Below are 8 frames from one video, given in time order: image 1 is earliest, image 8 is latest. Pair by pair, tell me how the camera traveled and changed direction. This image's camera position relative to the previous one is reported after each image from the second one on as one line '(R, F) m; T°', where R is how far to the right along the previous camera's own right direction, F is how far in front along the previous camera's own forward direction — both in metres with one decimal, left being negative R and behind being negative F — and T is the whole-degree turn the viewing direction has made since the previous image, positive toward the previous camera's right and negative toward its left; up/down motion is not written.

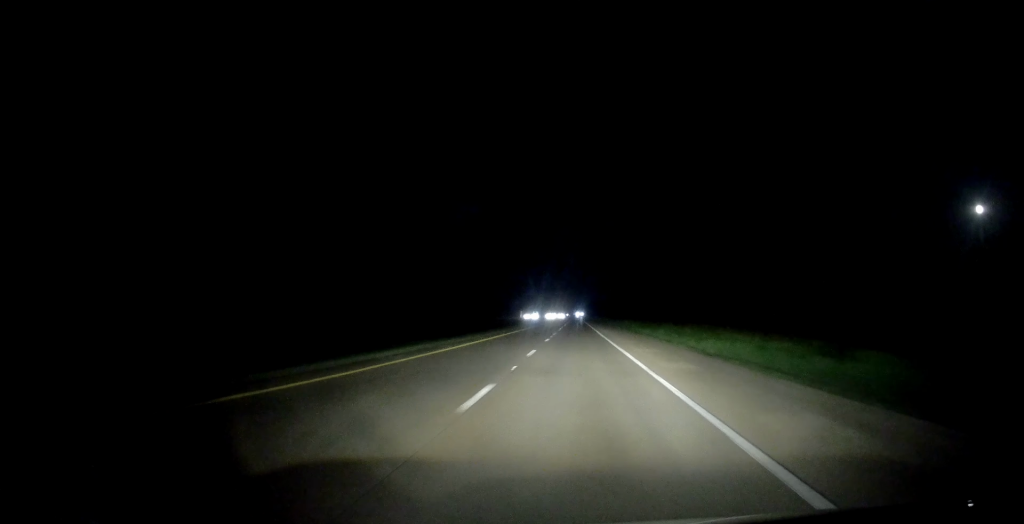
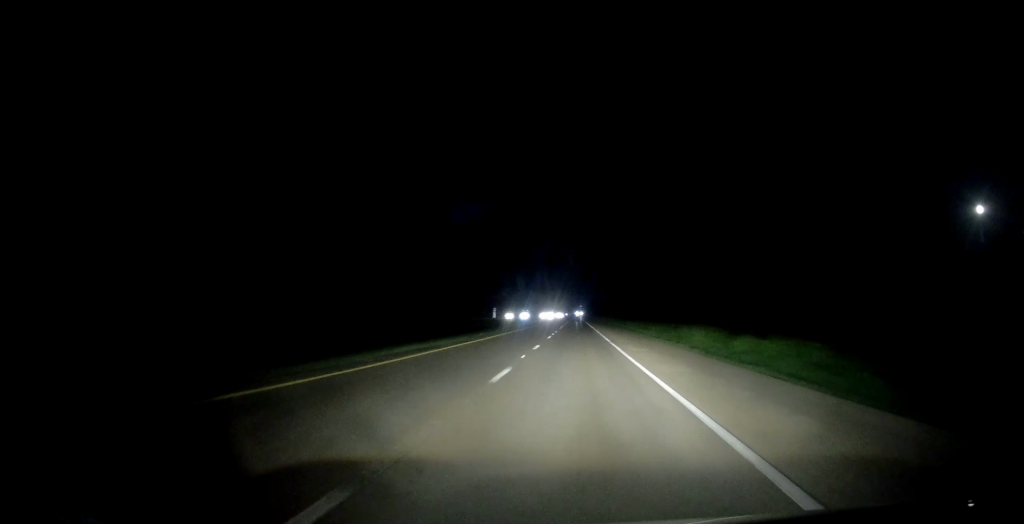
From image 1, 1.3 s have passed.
(+0.2, +44.3) m; 0°
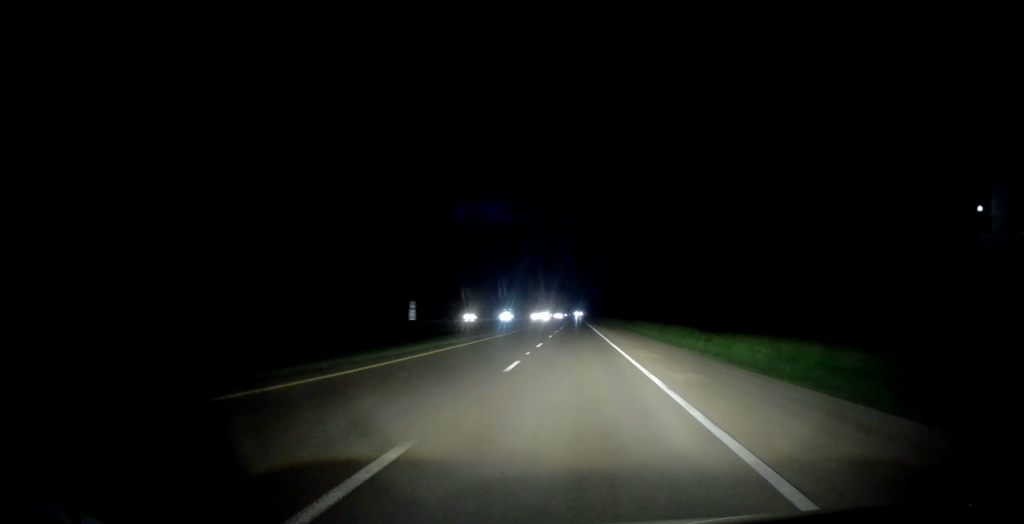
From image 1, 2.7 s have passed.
(-0.3, +46.7) m; 0°
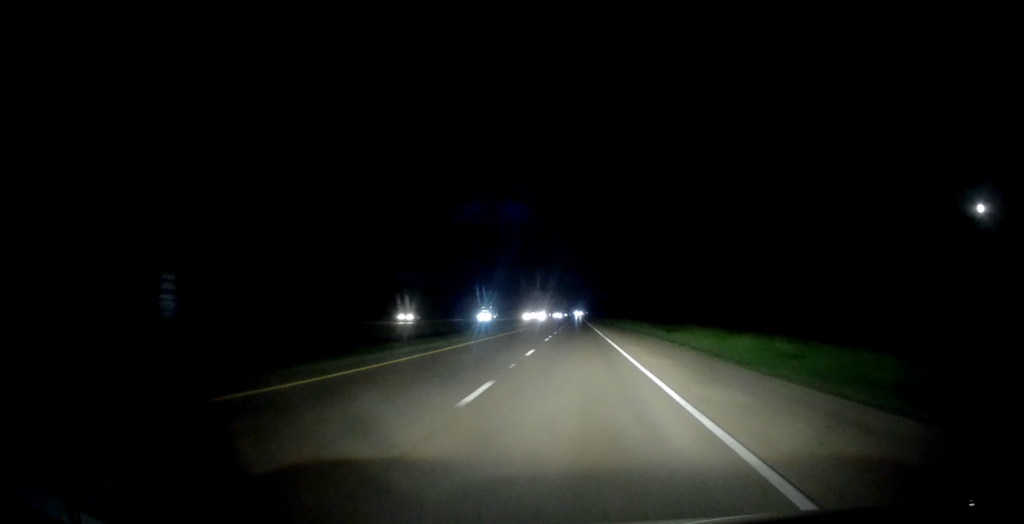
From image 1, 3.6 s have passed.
(-0.1, +30.1) m; 0°
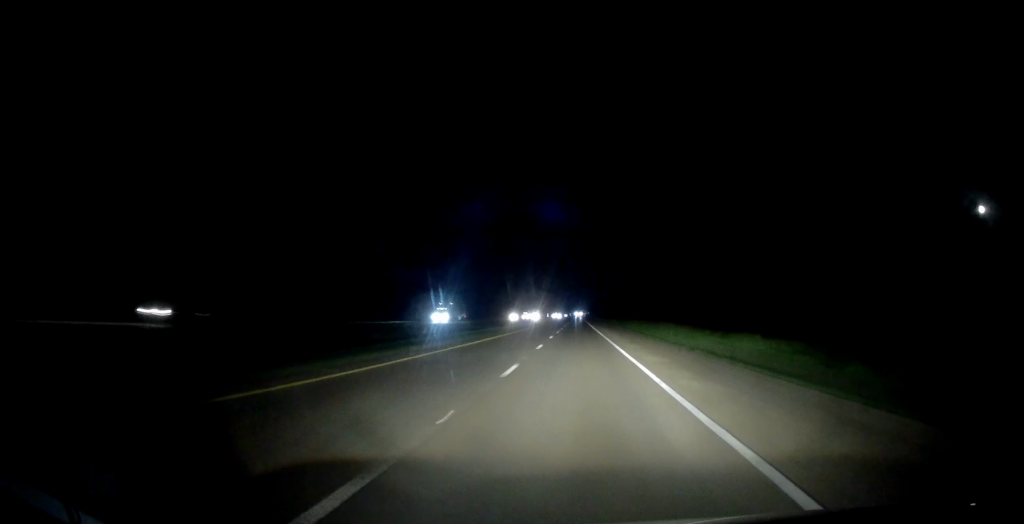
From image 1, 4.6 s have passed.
(+0.1, +32.3) m; 0°
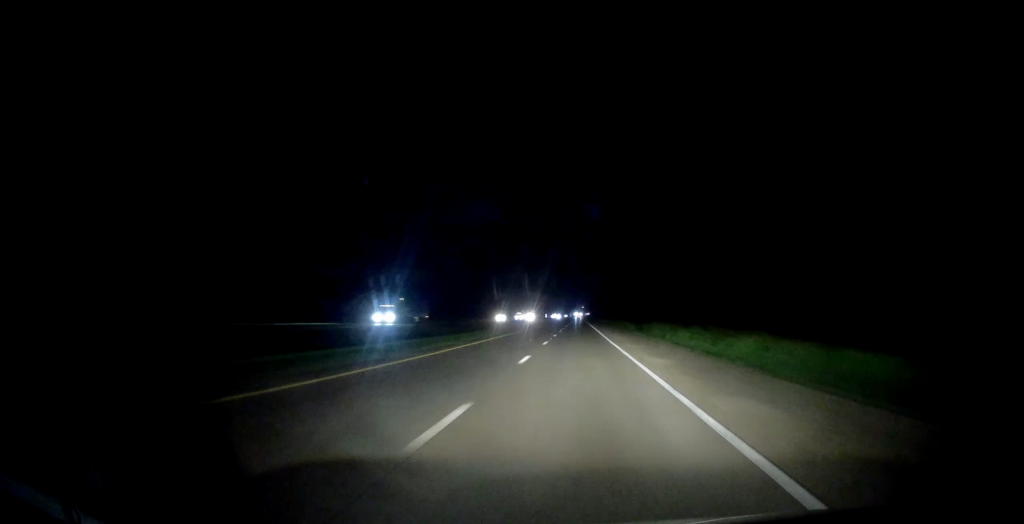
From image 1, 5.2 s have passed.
(-0.1, +20.0) m; 0°
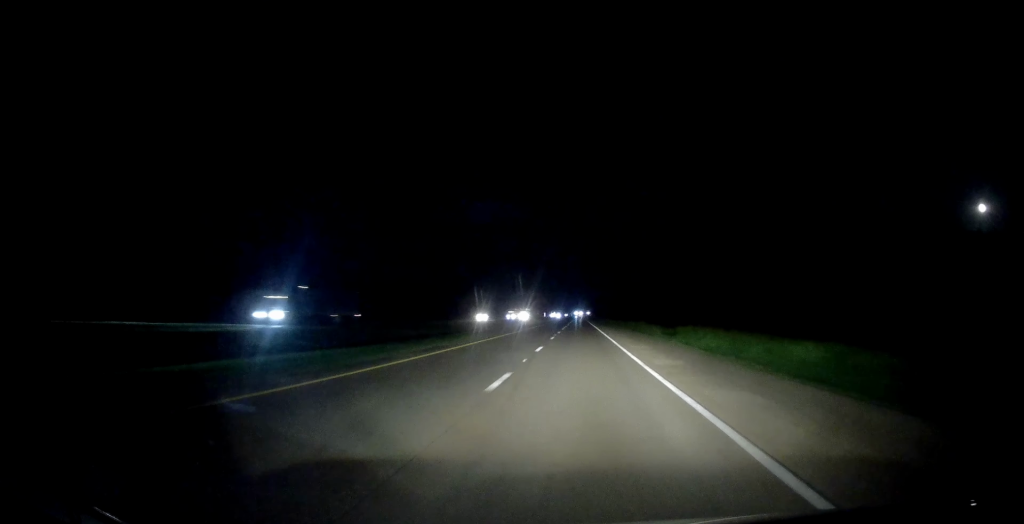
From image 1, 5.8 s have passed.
(+0.1, +20.0) m; 0°
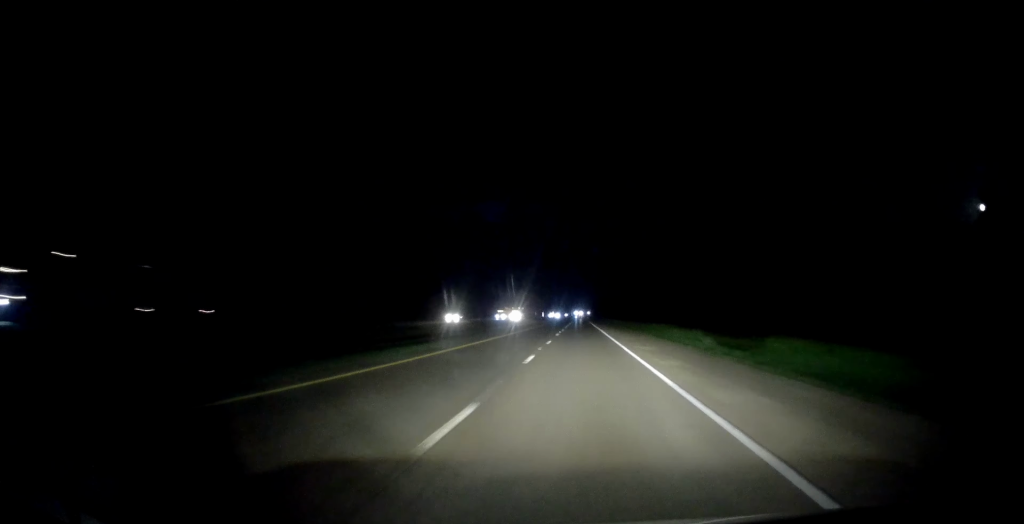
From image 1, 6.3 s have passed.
(+0.1, +17.8) m; 0°
